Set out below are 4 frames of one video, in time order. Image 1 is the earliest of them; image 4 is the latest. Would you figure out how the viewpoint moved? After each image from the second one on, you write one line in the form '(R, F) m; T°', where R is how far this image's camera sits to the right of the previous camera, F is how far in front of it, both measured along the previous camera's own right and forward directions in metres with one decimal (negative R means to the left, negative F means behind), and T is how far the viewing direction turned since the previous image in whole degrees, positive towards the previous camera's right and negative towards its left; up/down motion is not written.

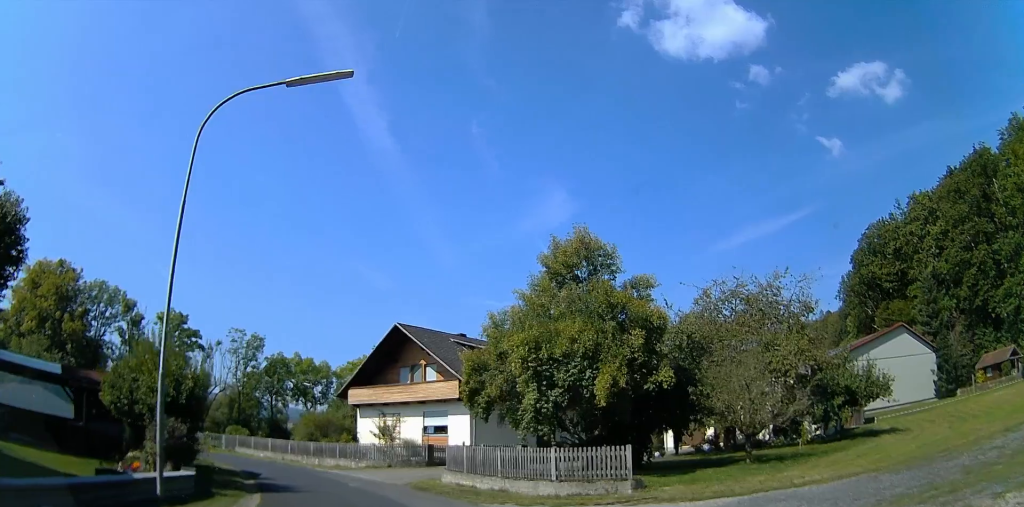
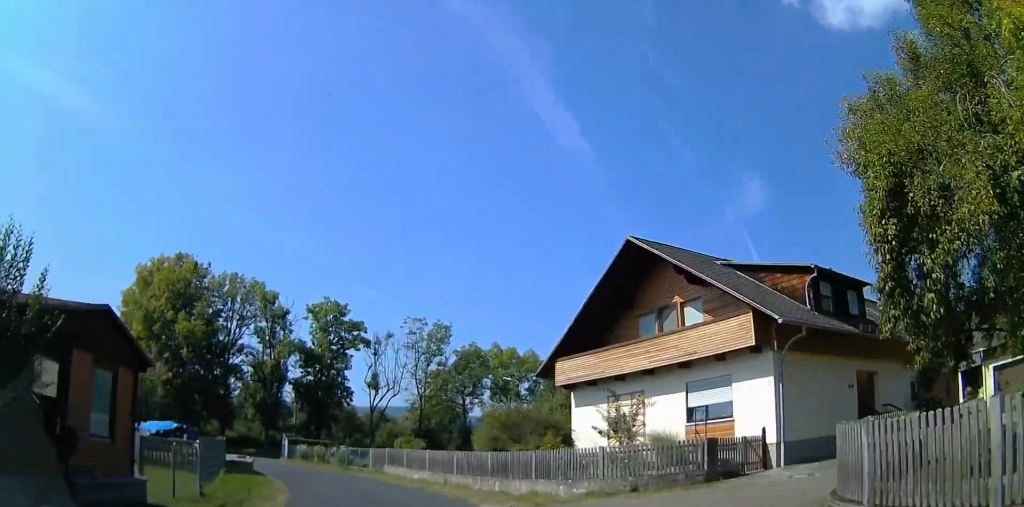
(-0.4, +14.2) m; -17°
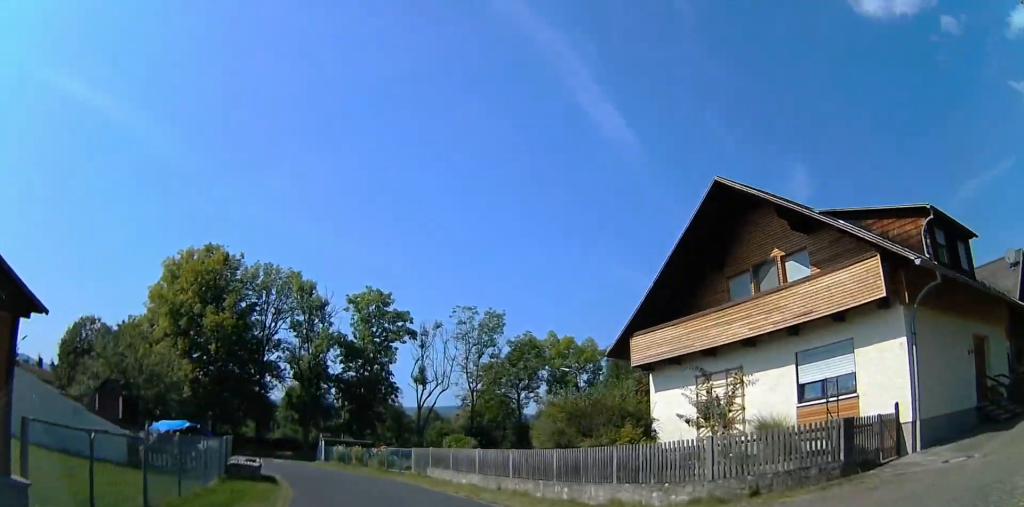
(-0.3, +3.3) m; -12°
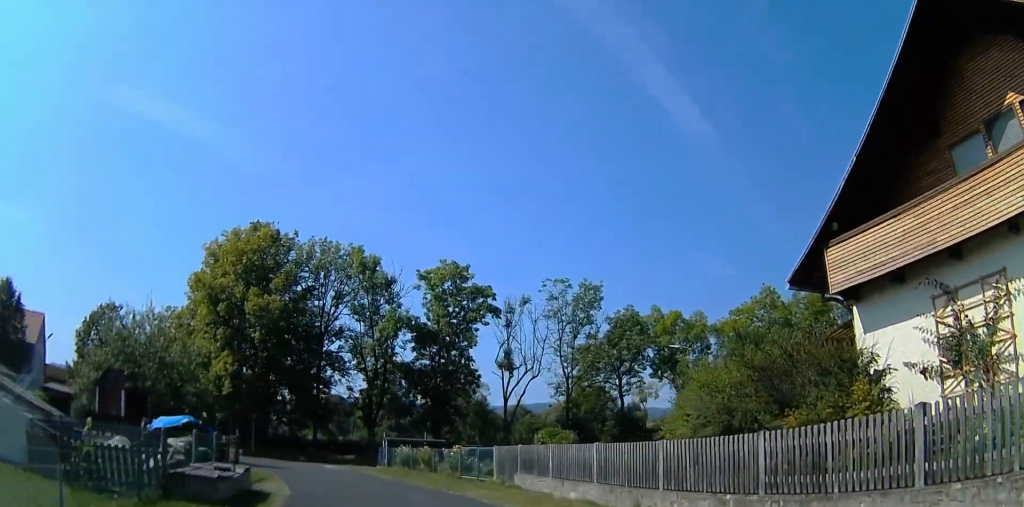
(-1.9, +5.8) m; -20°
